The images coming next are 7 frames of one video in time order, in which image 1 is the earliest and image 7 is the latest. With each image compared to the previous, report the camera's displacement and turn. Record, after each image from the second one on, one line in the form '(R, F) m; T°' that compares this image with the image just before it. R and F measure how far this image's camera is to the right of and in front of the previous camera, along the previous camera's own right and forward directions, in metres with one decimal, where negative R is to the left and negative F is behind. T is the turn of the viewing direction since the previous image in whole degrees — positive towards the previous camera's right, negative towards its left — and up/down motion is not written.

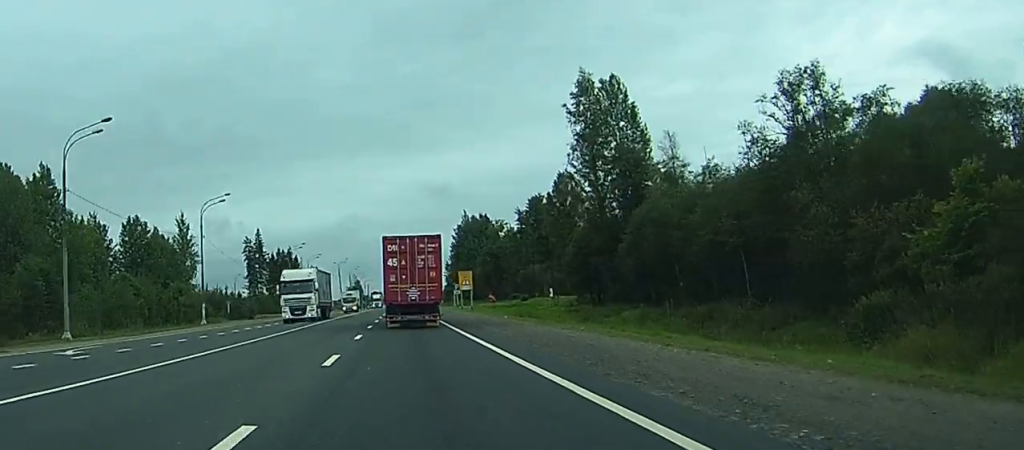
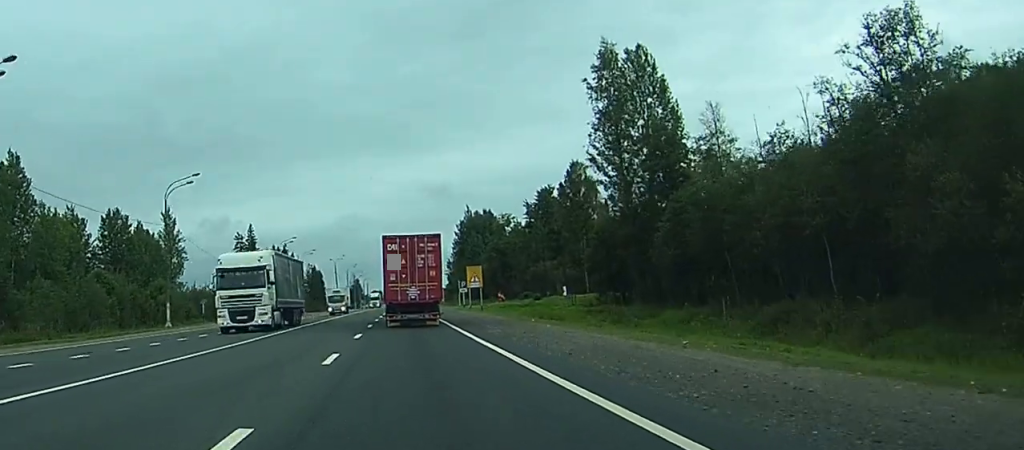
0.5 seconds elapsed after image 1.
(0.0, +12.2) m; 0°
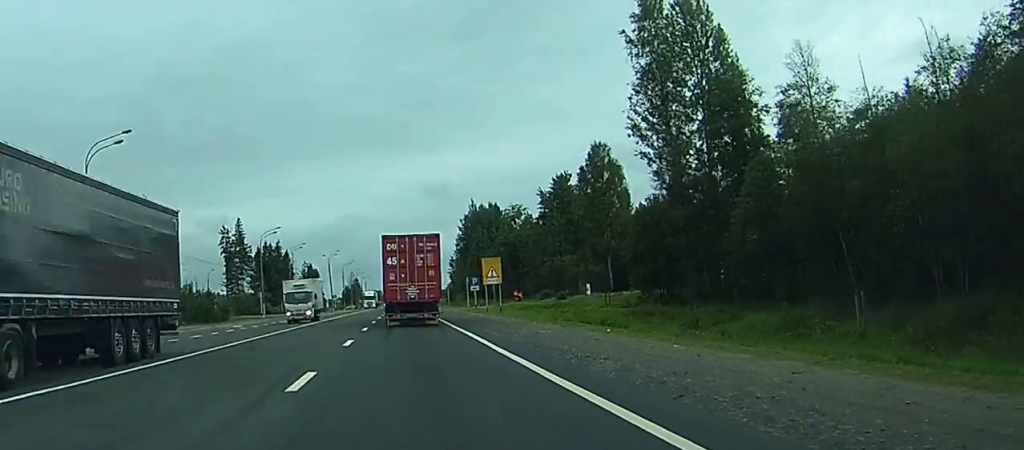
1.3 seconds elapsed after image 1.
(+0.1, +17.5) m; 0°
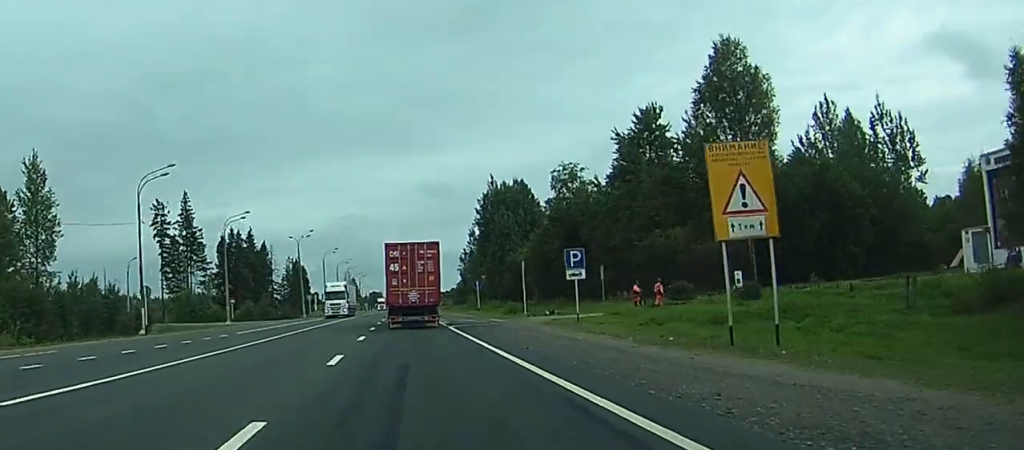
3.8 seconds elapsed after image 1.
(0.0, +54.9) m; 0°
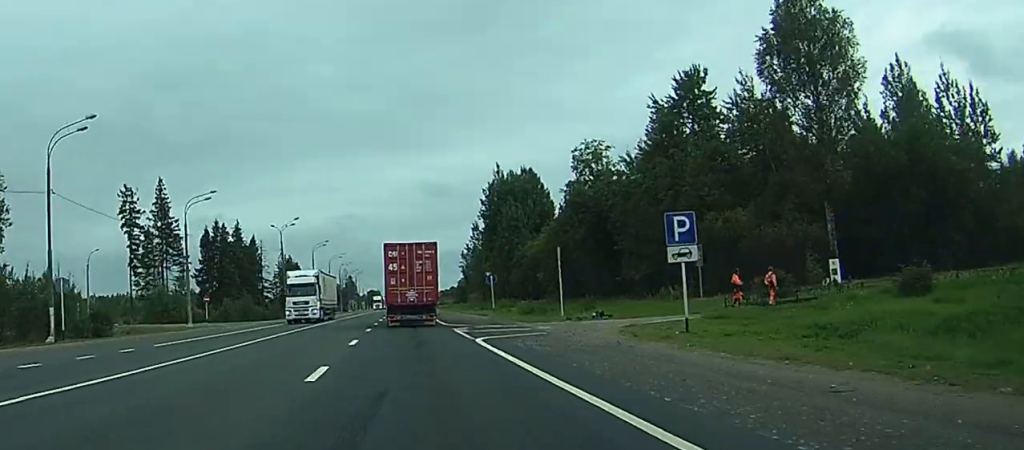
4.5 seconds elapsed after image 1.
(0.0, +15.9) m; 0°
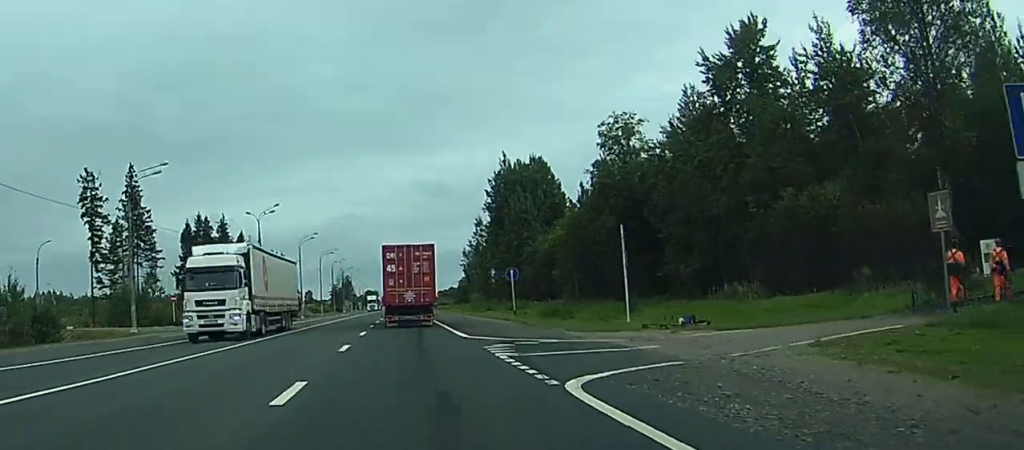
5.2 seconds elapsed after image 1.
(-0.1, +15.2) m; 0°
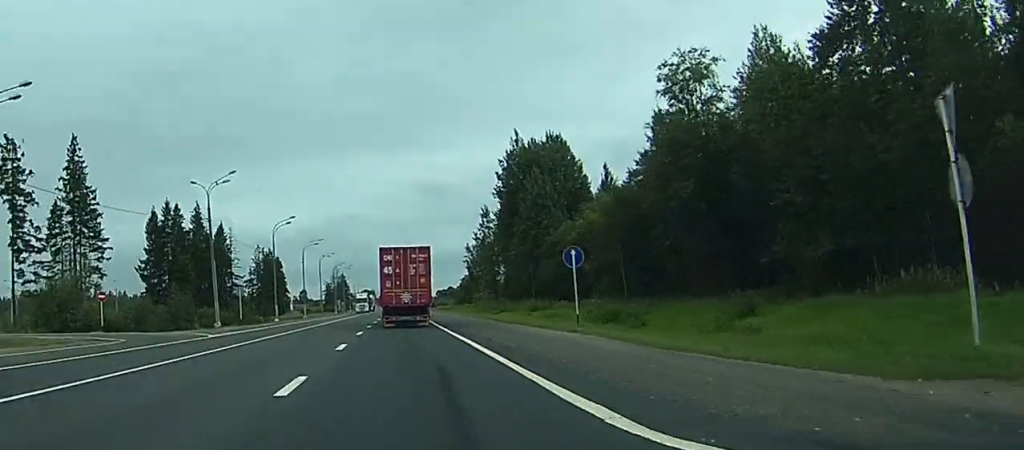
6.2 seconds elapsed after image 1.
(-0.1, +22.4) m; 0°
